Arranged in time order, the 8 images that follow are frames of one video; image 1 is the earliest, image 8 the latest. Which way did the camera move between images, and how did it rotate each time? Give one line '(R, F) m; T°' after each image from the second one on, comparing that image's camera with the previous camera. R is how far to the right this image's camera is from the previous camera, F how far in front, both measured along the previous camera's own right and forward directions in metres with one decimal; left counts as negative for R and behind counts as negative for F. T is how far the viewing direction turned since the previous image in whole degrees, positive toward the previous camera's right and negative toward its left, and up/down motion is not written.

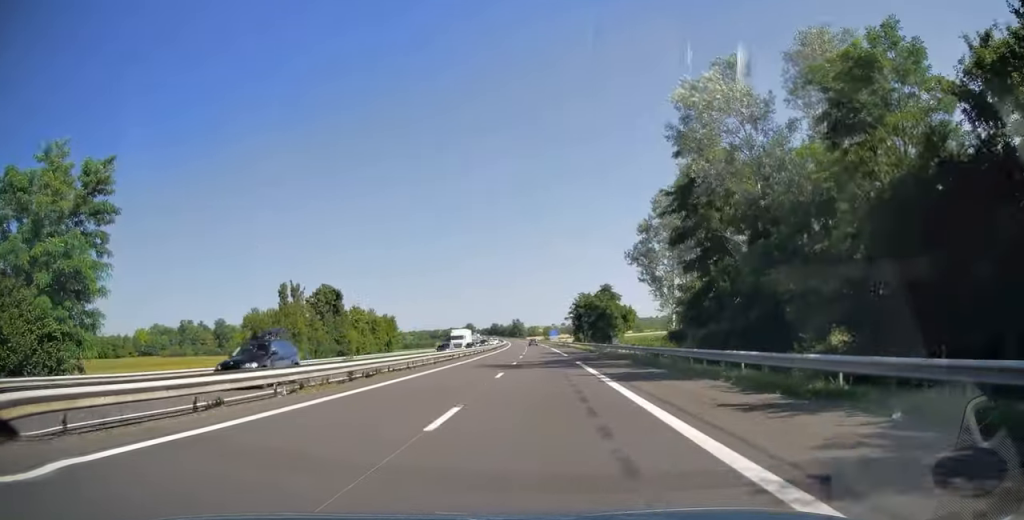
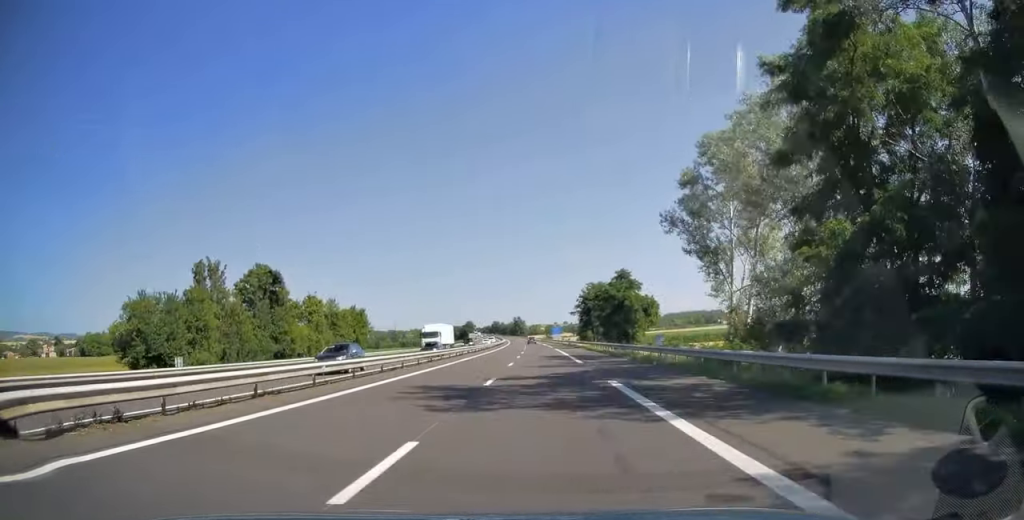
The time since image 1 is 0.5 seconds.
(-0.1, +17.3) m; 0°
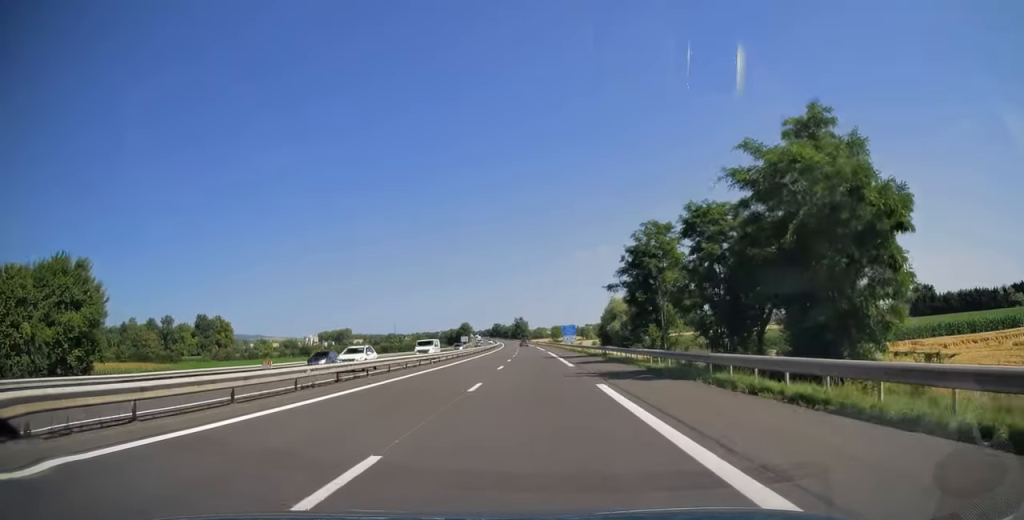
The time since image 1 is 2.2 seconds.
(-0.4, +52.8) m; -1°
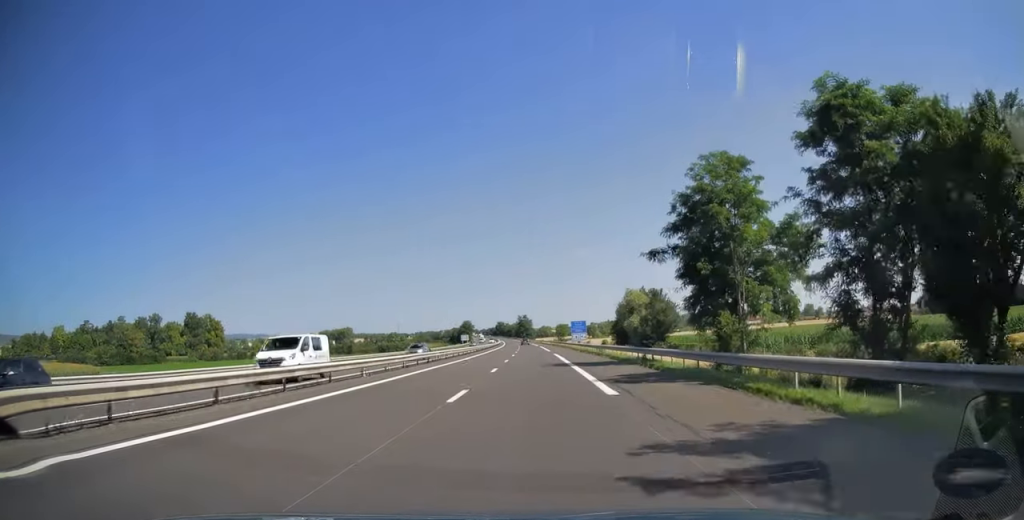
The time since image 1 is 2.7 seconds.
(0.0, +16.7) m; 0°
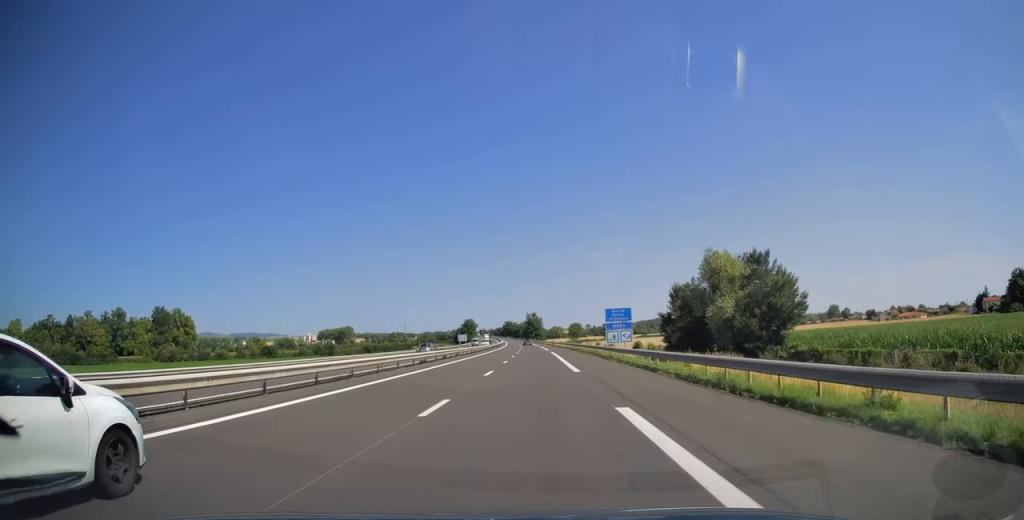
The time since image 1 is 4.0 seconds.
(-0.3, +41.3) m; -1°
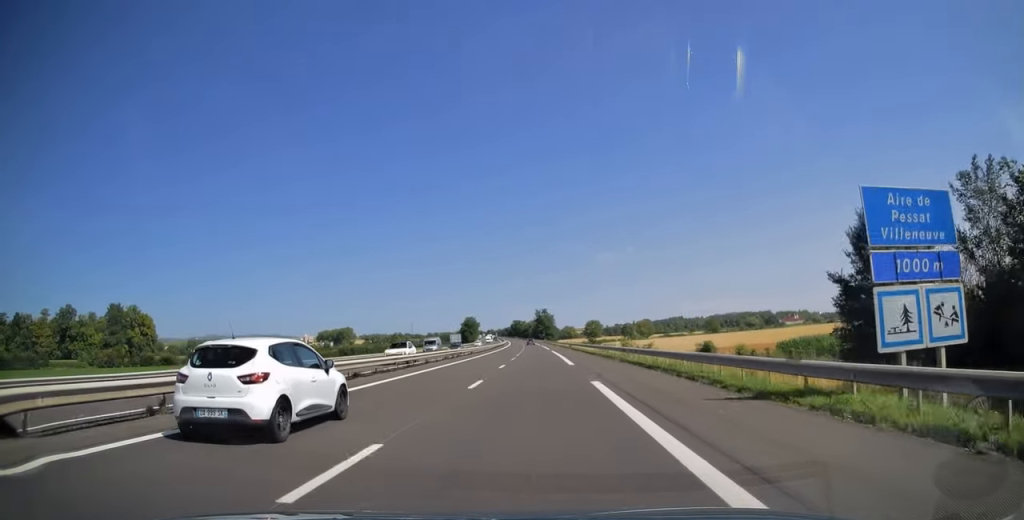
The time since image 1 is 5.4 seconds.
(-0.5, +45.0) m; -1°
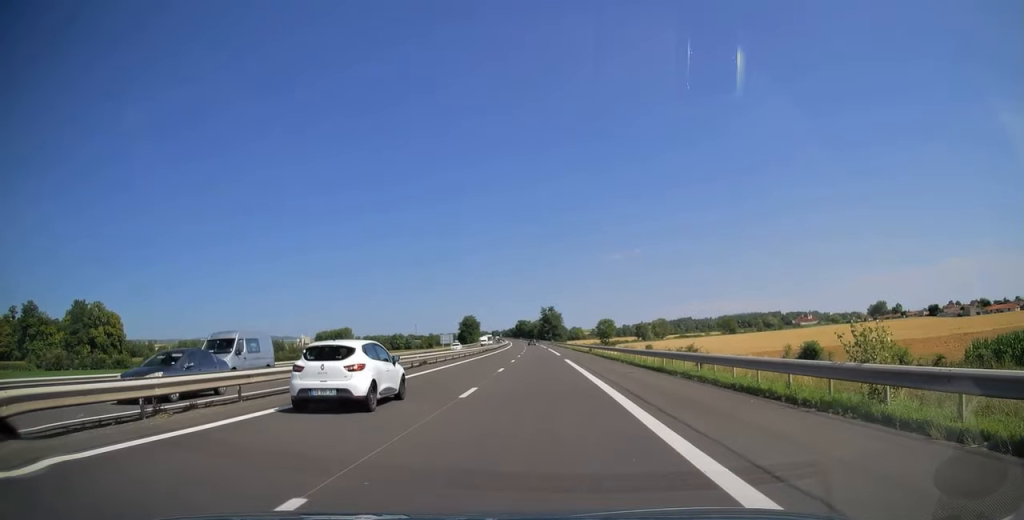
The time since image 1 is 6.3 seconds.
(-0.1, +28.9) m; -1°
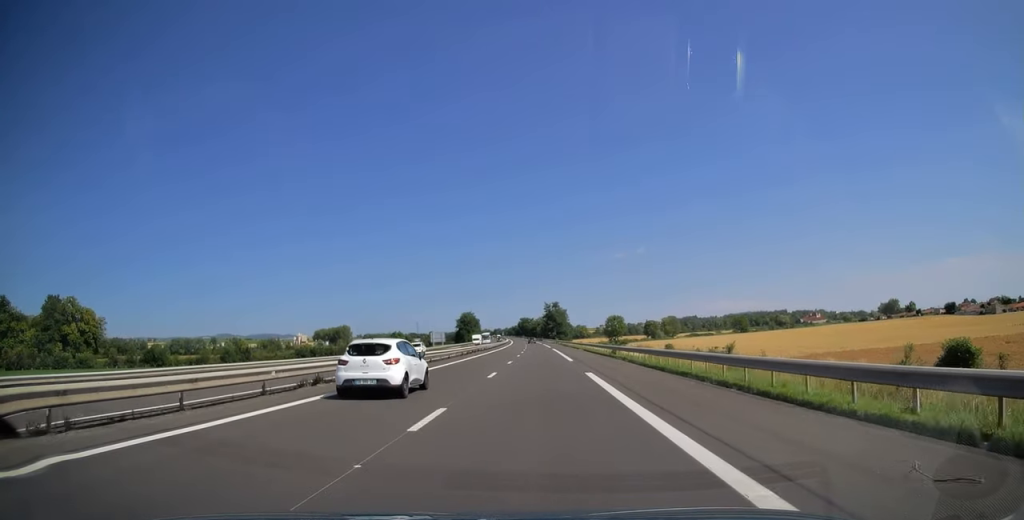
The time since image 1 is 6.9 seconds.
(-0.1, +18.7) m; 0°
